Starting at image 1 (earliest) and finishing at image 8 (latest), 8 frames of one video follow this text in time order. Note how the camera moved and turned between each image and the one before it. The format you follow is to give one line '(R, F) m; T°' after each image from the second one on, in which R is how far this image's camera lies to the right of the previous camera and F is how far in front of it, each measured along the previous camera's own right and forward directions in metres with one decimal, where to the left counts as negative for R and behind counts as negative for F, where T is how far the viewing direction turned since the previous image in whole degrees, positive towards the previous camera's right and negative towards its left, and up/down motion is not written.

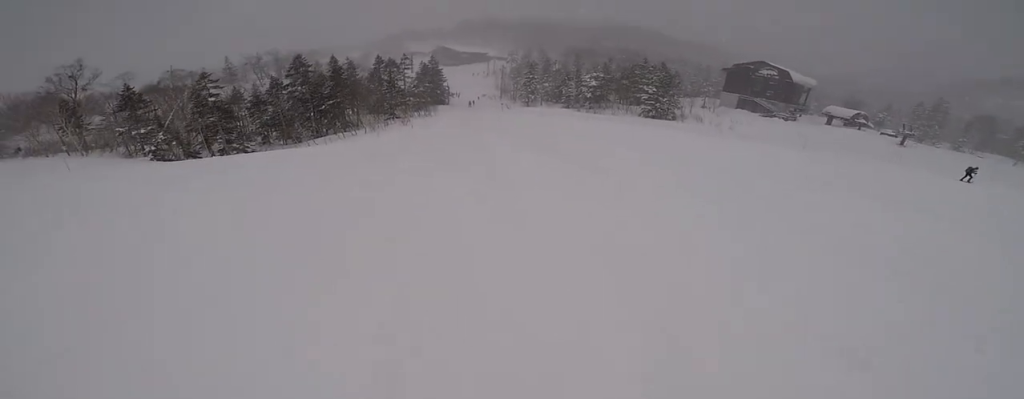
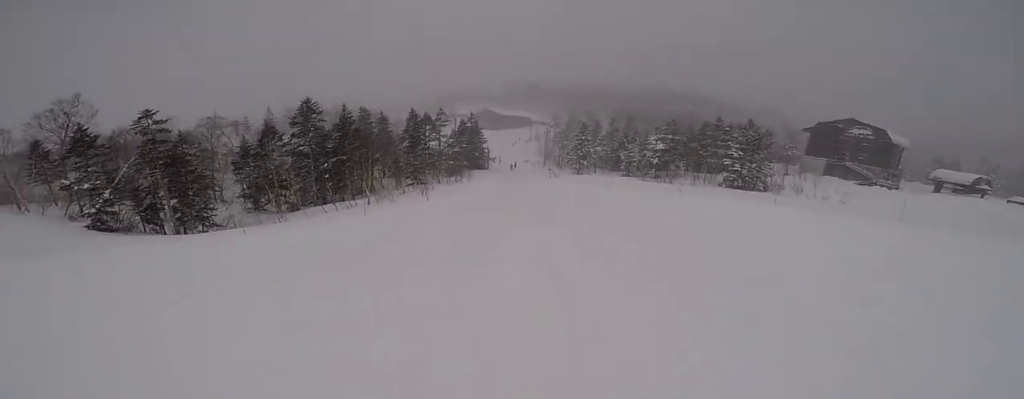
(-2.0, +13.8) m; -14°
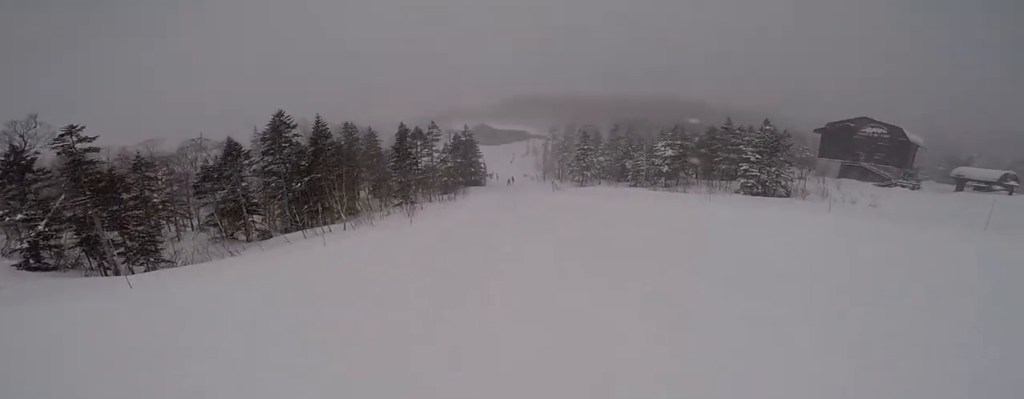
(-0.1, +5.2) m; -2°
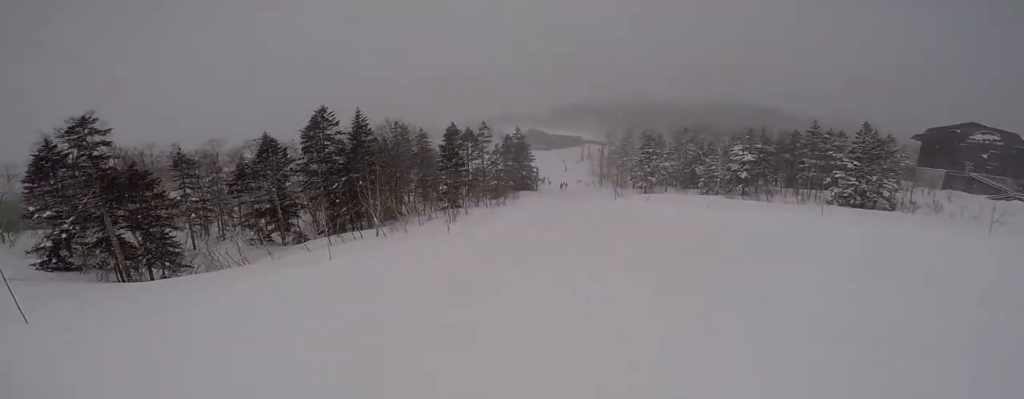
(-0.3, +4.7) m; +1°
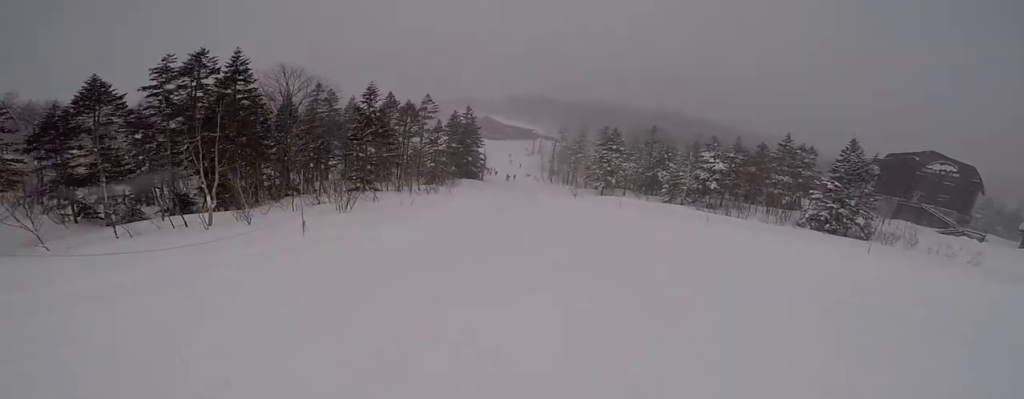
(+0.3, +8.4) m; +10°
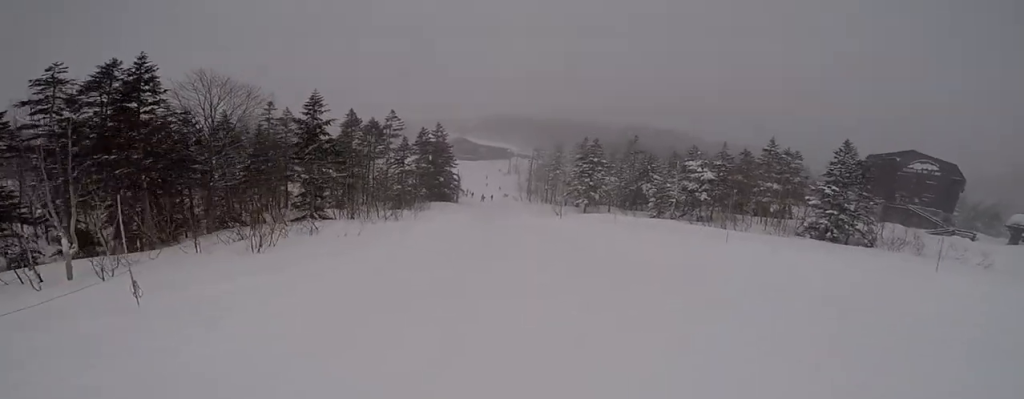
(-0.1, +4.3) m; +6°
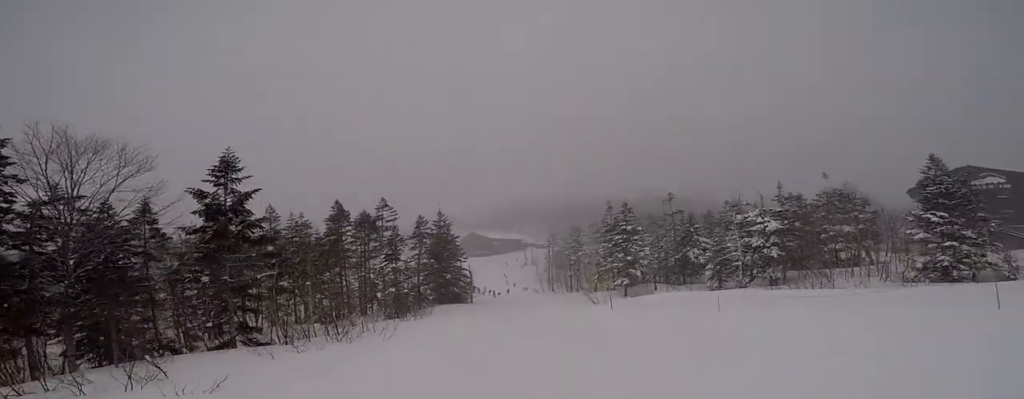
(+1.2, +9.3) m; -8°
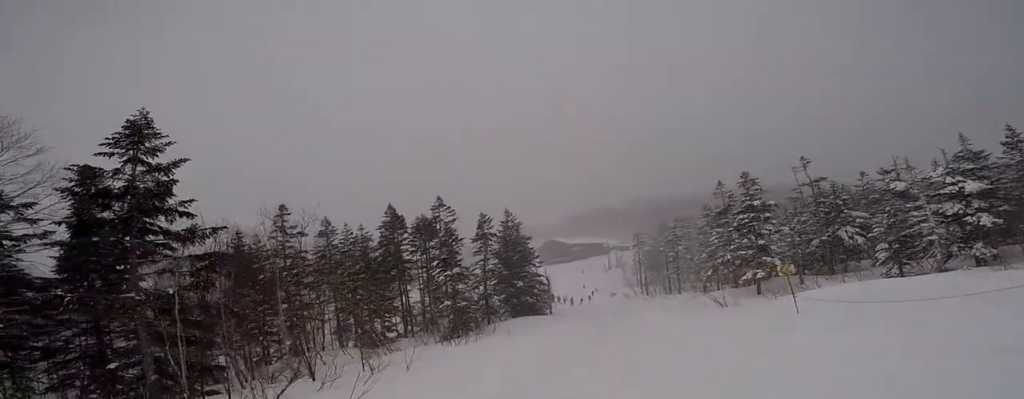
(-2.5, +7.9) m; -2°
